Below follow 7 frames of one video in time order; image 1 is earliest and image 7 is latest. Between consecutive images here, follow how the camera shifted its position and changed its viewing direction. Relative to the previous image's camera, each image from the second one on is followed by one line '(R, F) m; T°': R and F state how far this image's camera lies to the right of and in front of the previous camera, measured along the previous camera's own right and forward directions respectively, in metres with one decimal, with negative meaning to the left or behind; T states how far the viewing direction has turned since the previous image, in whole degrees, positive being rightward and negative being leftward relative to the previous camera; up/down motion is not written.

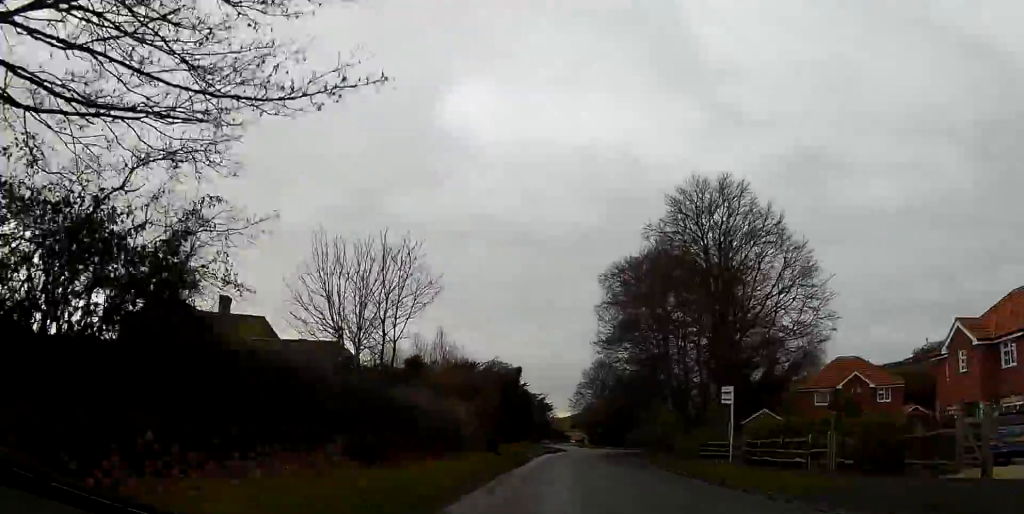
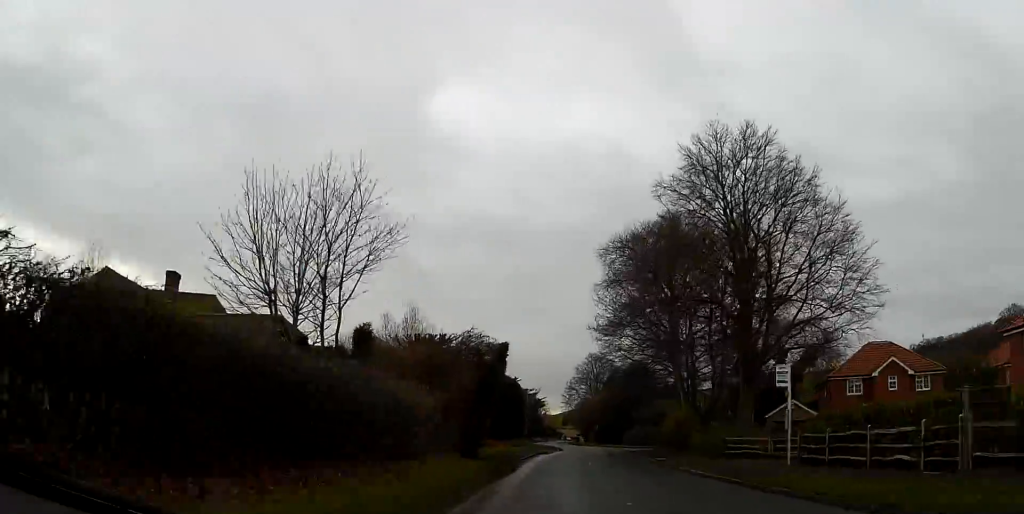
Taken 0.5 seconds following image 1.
(+0.1, +7.2) m; +1°
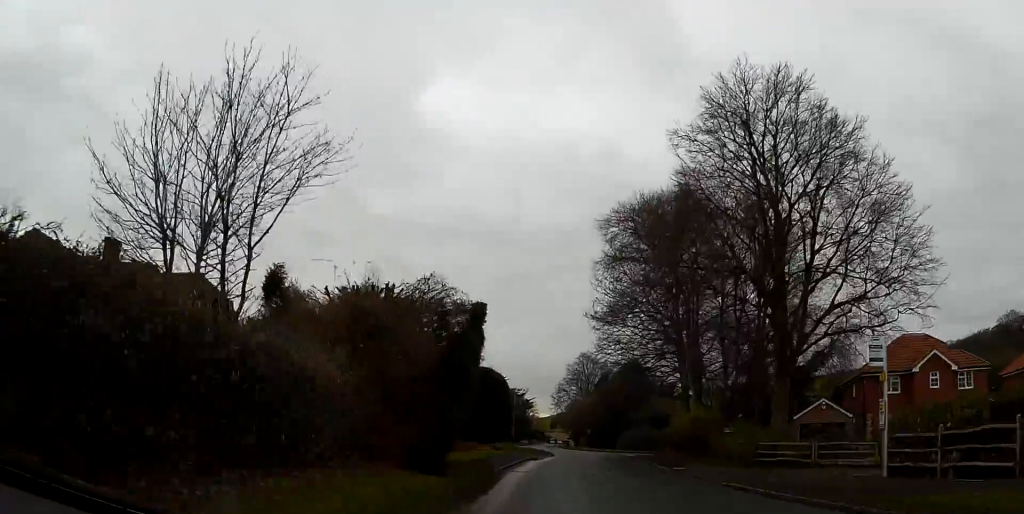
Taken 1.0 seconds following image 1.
(0.0, +6.7) m; +1°
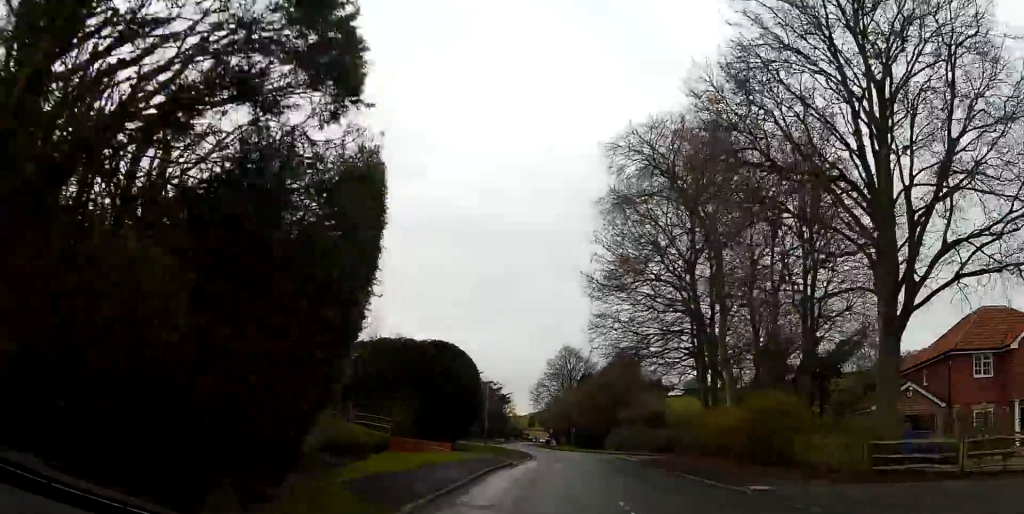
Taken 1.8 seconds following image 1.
(+0.2, +11.4) m; +2°
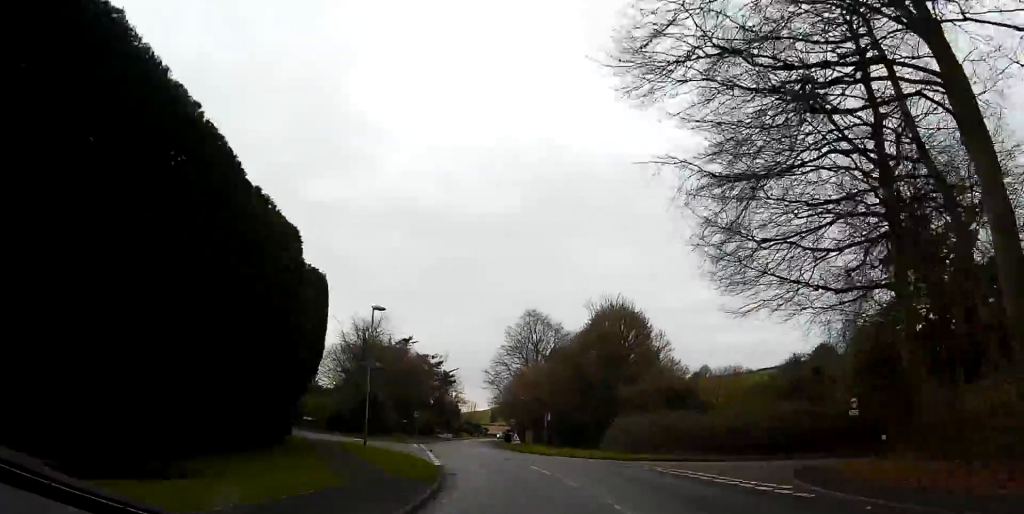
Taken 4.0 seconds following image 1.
(+1.3, +31.2) m; +2°
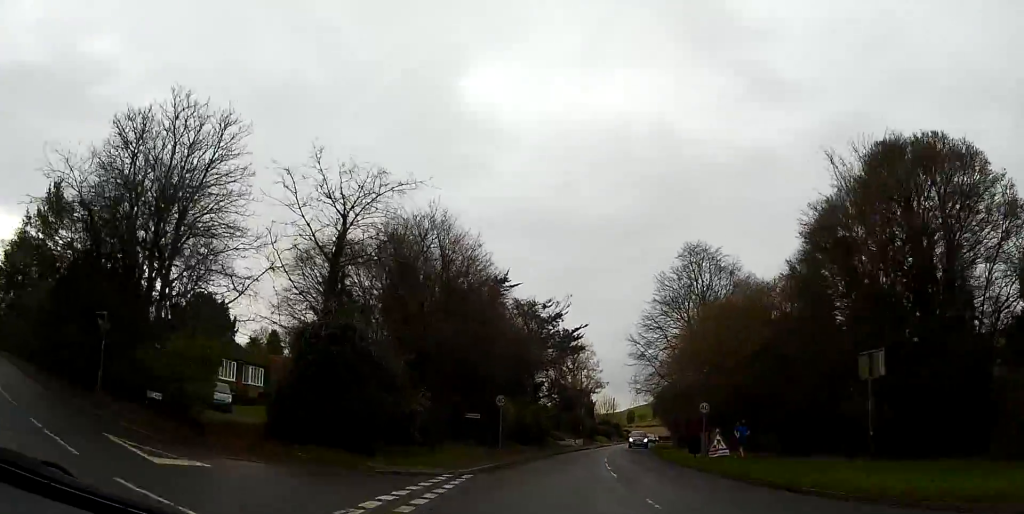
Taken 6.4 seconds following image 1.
(-3.3, +32.9) m; -10°
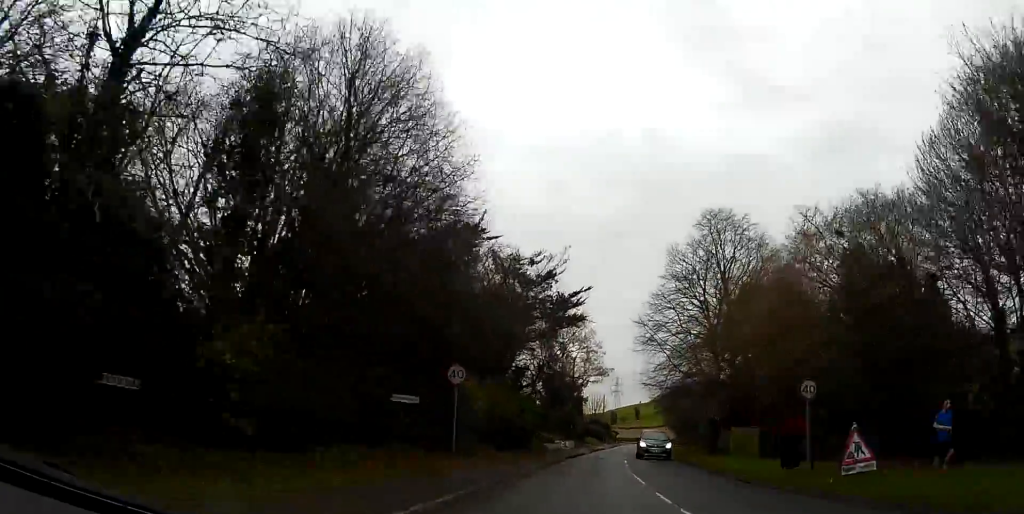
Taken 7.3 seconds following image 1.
(-0.1, +13.1) m; +1°
